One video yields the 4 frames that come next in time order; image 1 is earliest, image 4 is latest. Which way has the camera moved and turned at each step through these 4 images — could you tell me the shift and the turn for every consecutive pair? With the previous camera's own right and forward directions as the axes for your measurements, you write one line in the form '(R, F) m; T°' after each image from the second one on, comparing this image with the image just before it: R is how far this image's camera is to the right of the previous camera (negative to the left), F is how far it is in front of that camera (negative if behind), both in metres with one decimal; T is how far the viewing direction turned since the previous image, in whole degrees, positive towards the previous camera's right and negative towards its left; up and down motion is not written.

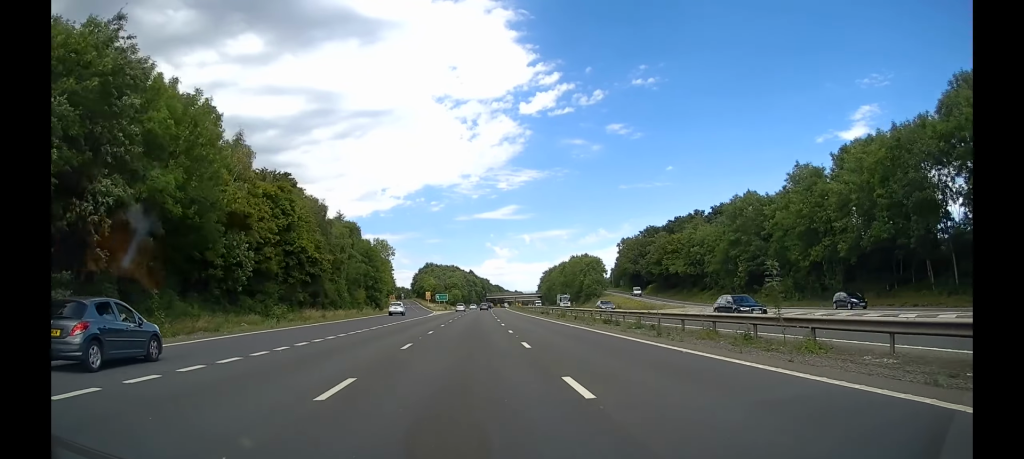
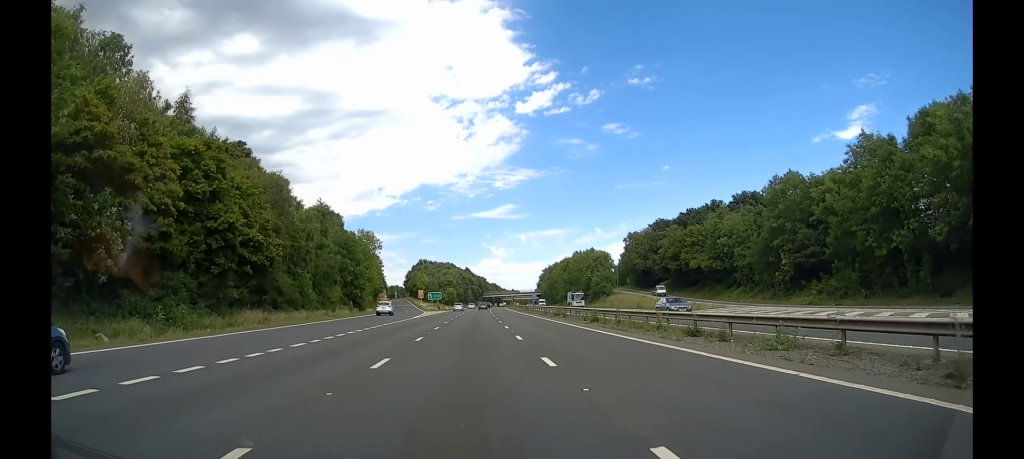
(0.0, +14.2) m; 0°
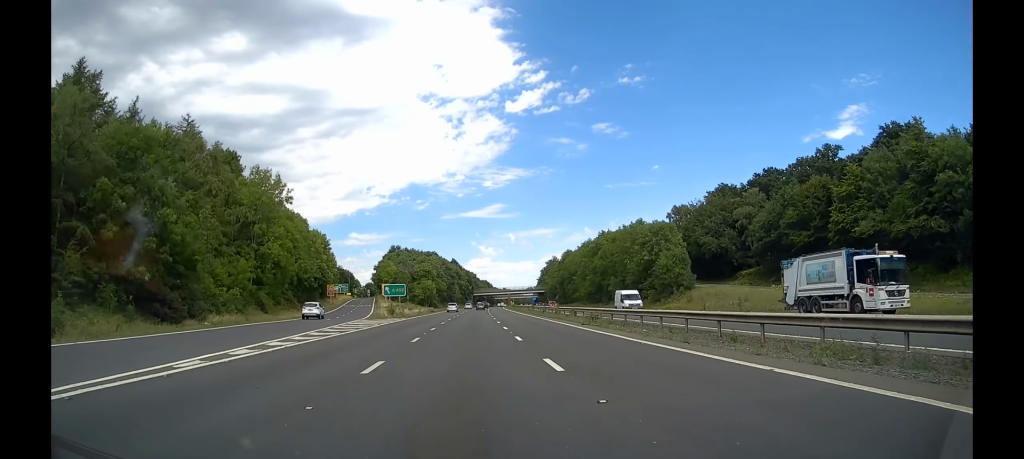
(-0.2, +55.0) m; 0°
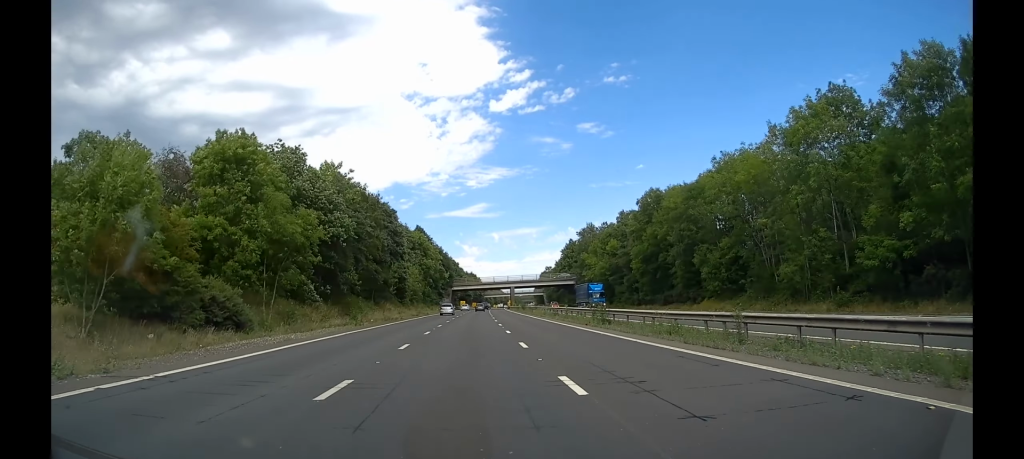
(+1.7, +102.3) m; +2°
